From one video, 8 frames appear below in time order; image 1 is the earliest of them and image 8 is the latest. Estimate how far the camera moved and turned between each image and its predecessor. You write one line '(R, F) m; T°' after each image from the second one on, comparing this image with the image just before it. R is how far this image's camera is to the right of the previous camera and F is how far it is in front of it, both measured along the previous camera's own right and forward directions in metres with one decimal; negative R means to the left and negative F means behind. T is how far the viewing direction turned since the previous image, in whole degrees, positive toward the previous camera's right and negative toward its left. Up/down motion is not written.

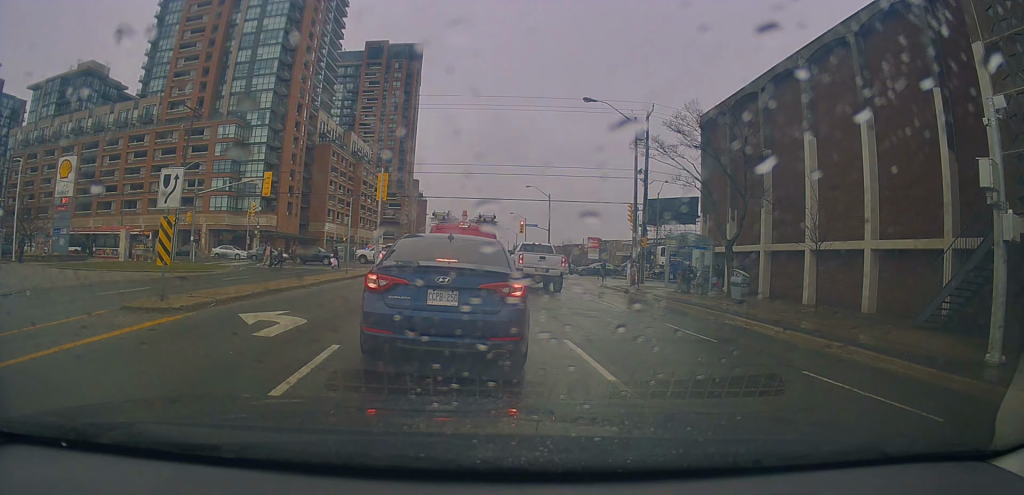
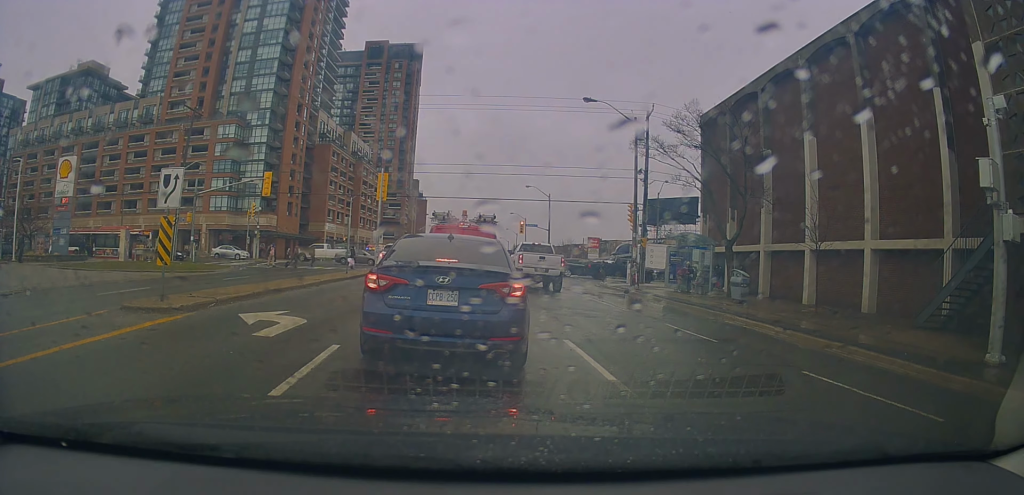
(0.0, 0.0) m; 0°
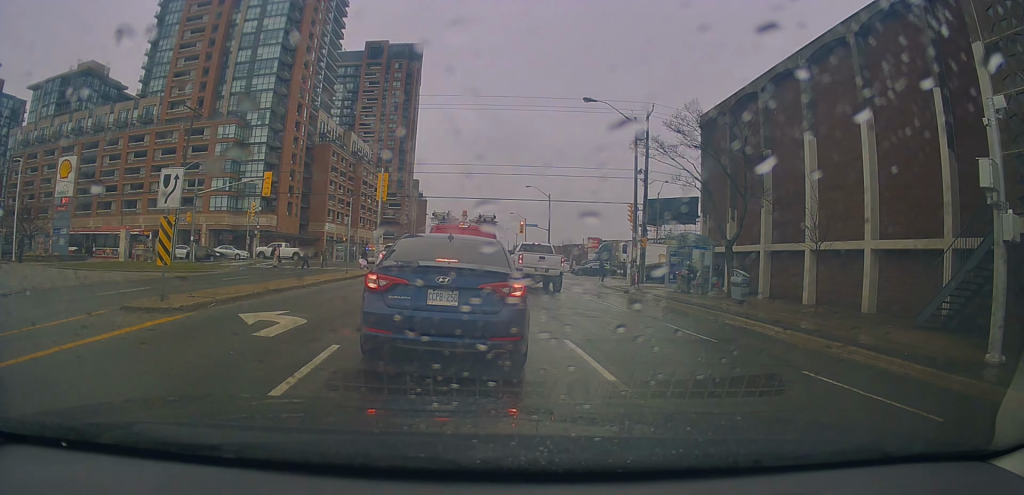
(0.0, 0.0) m; 0°
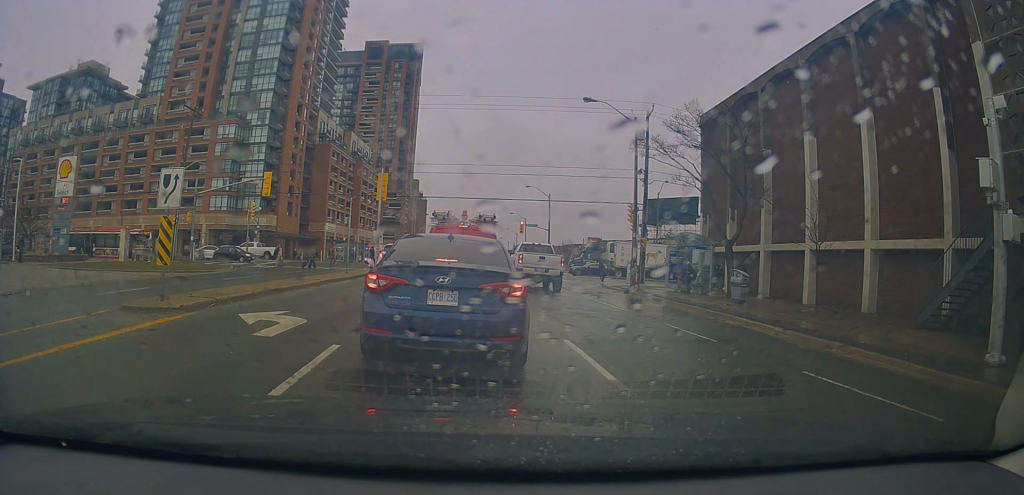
(0.0, 0.0) m; 0°
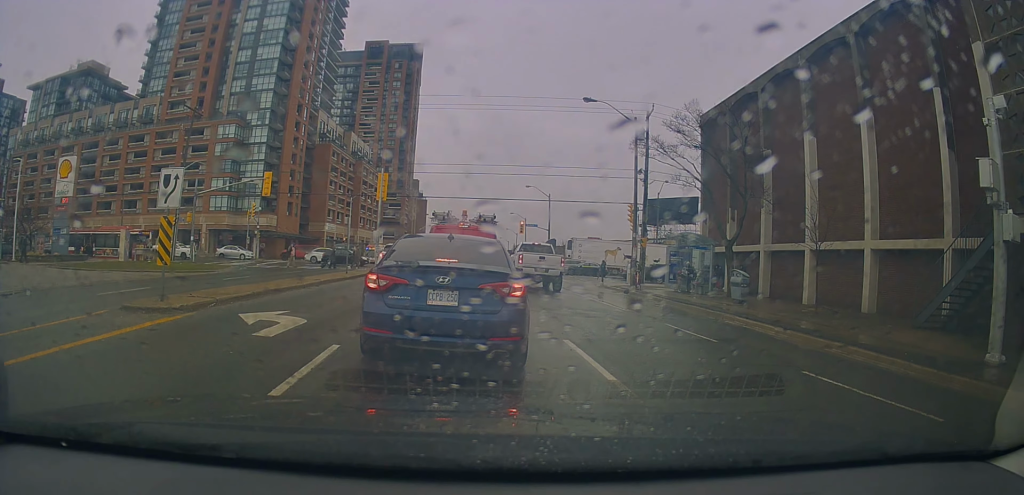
(0.0, 0.0) m; 0°
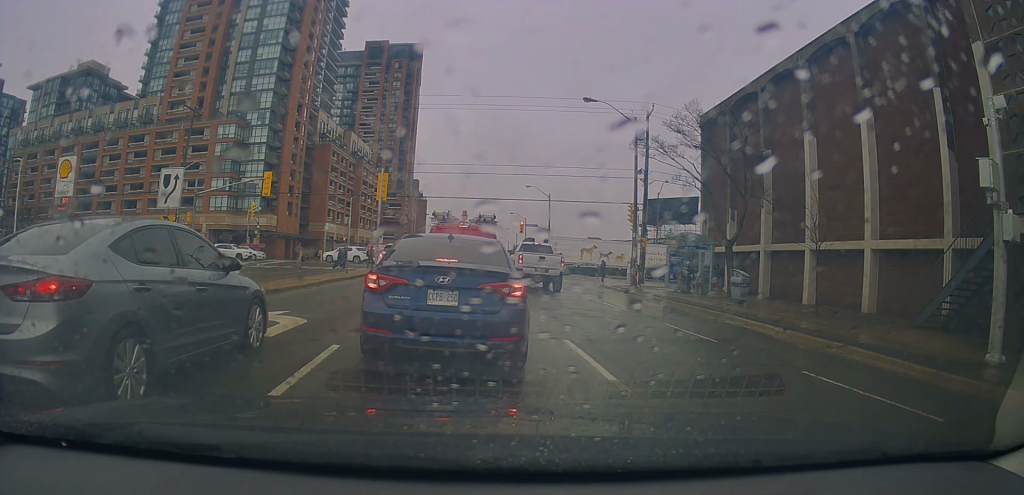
(0.0, 0.0) m; 0°
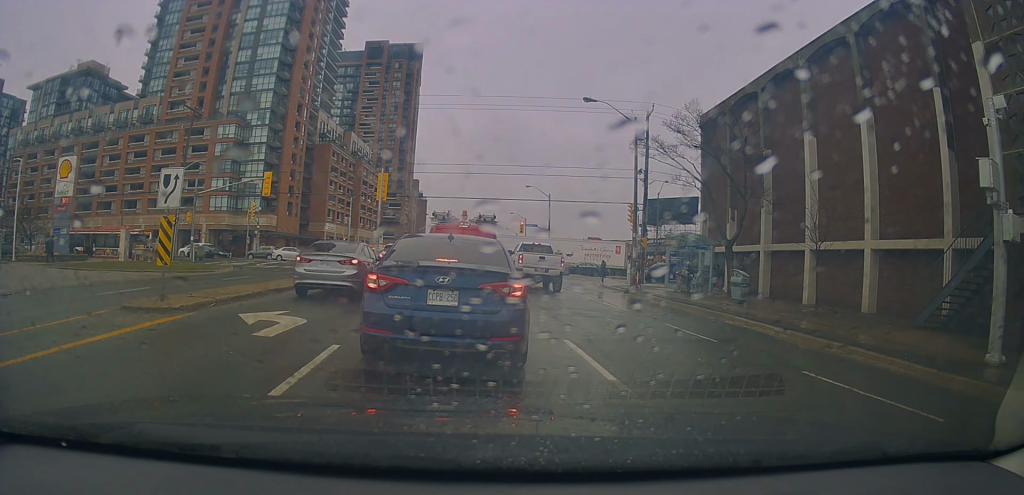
(0.0, 0.0) m; 0°
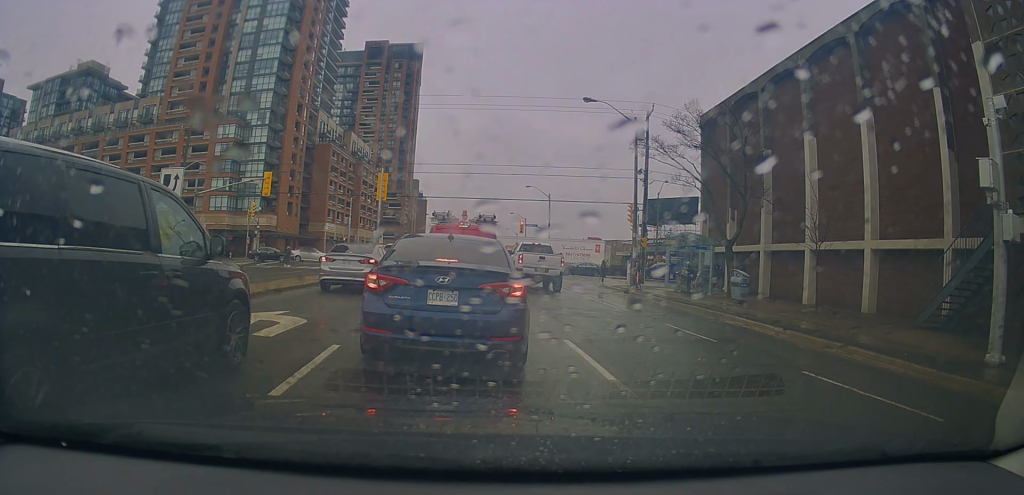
(0.0, 0.0) m; 0°
